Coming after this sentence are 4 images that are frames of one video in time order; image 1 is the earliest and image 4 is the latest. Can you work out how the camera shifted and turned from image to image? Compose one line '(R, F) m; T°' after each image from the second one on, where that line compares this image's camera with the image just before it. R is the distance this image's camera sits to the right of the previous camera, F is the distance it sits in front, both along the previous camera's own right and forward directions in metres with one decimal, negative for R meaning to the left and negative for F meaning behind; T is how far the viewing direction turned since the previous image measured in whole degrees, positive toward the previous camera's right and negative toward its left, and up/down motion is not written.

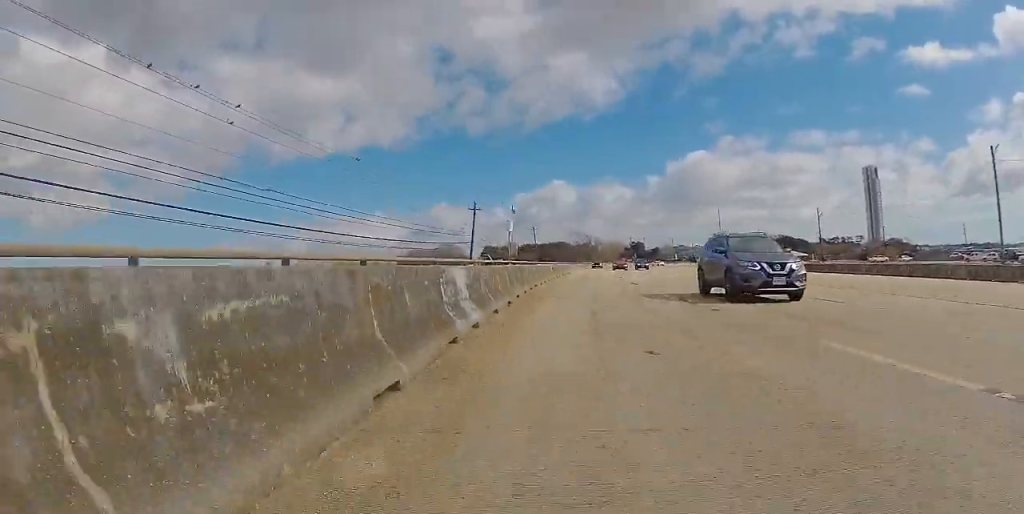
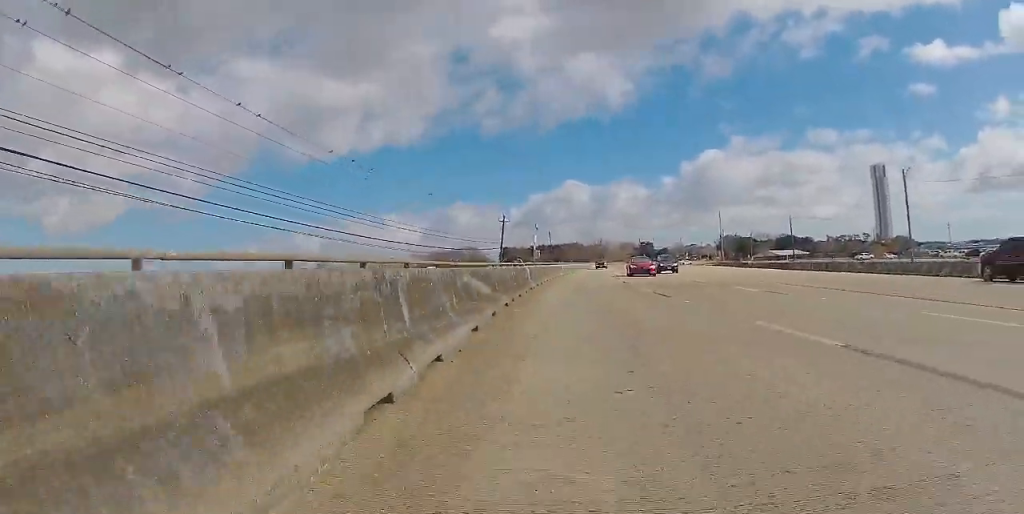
(-0.4, +15.1) m; -3°
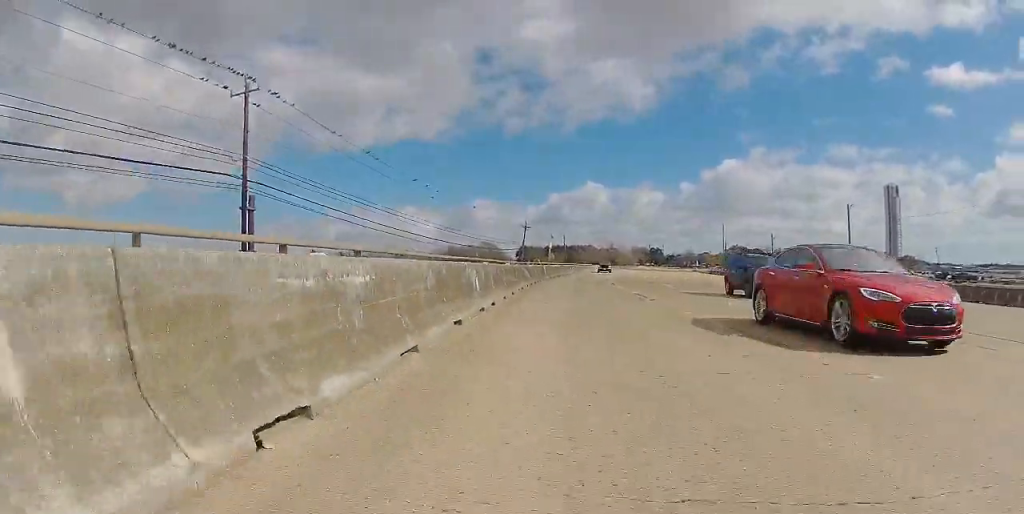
(-0.1, +14.1) m; 0°
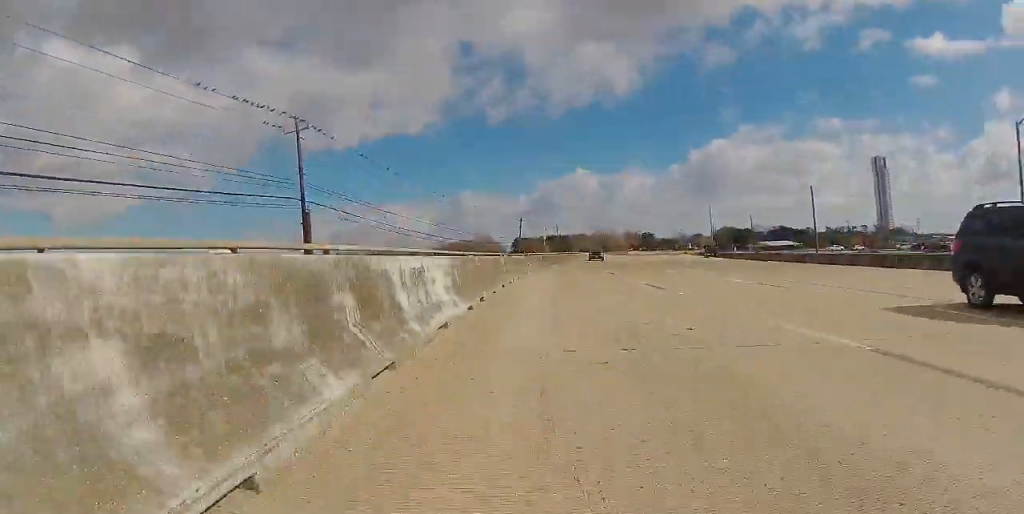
(0.0, +7.6) m; 0°
